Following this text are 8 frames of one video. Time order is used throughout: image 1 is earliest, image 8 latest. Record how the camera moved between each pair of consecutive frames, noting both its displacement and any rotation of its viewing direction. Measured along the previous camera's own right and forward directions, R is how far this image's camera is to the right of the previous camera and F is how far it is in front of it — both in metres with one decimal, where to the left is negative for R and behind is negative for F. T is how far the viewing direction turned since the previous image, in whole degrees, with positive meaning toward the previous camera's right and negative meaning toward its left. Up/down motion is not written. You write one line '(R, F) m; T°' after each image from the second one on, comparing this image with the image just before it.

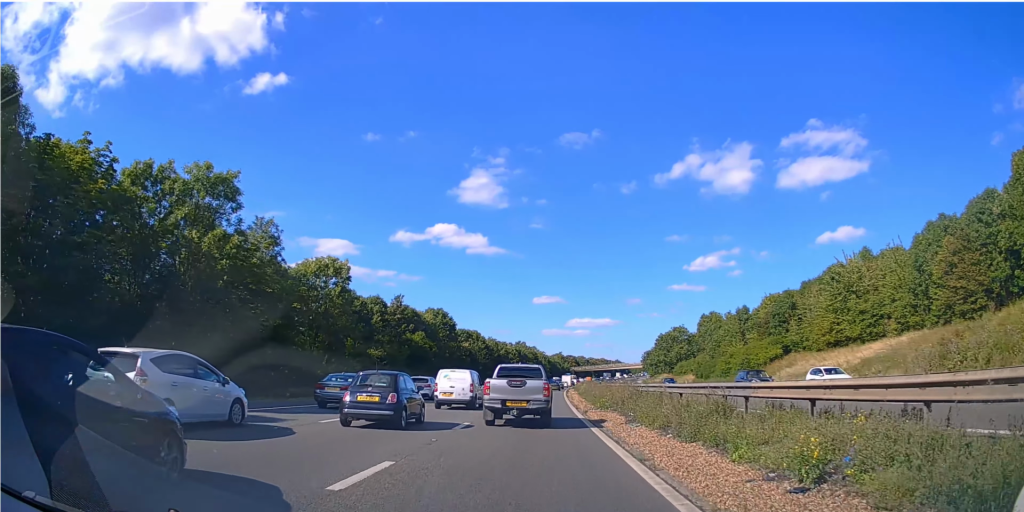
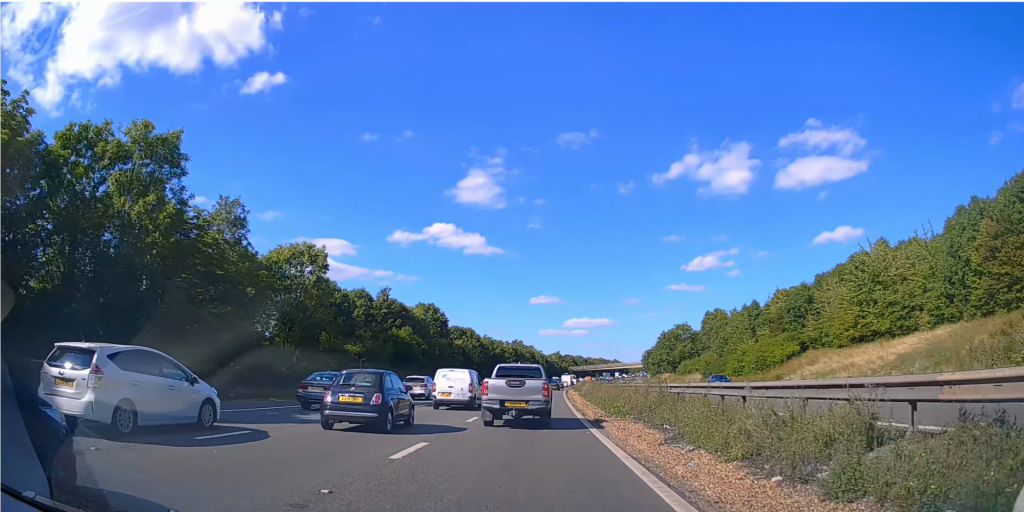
(0.0, +5.2) m; 0°
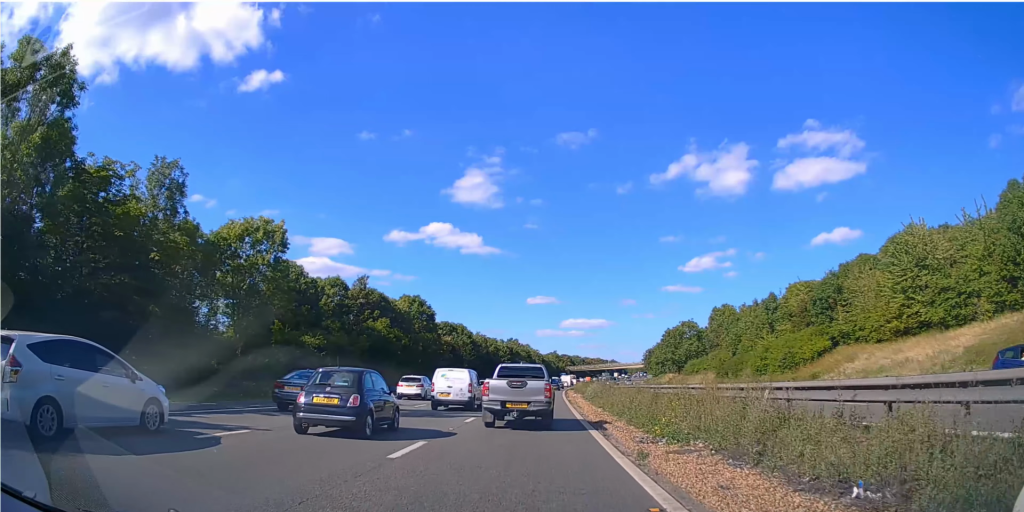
(0.0, +8.8) m; 0°
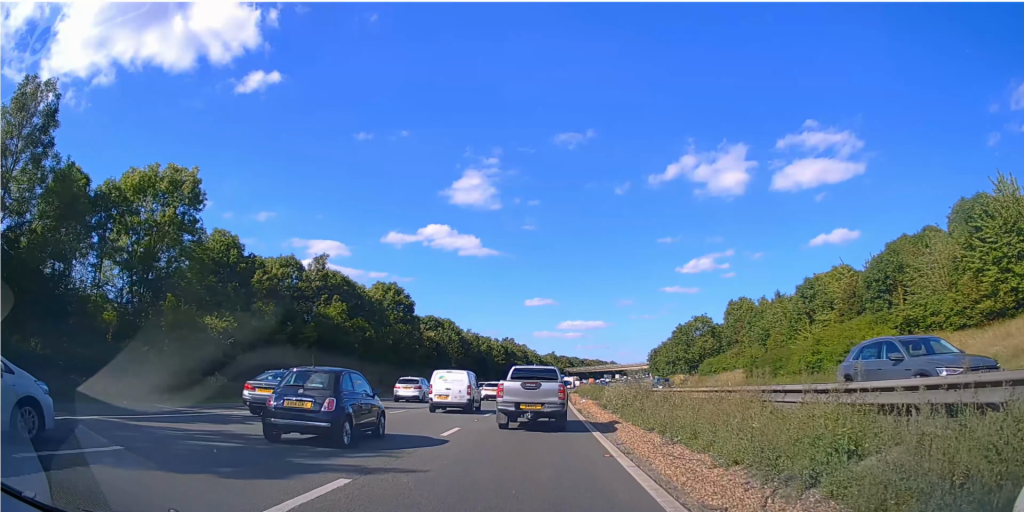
(0.0, +10.6) m; 0°
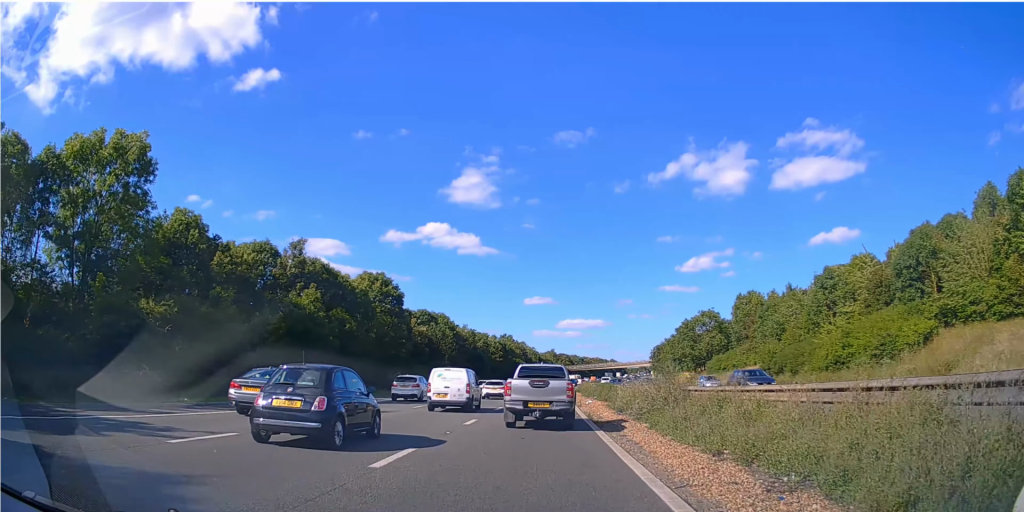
(0.0, +3.7) m; 0°
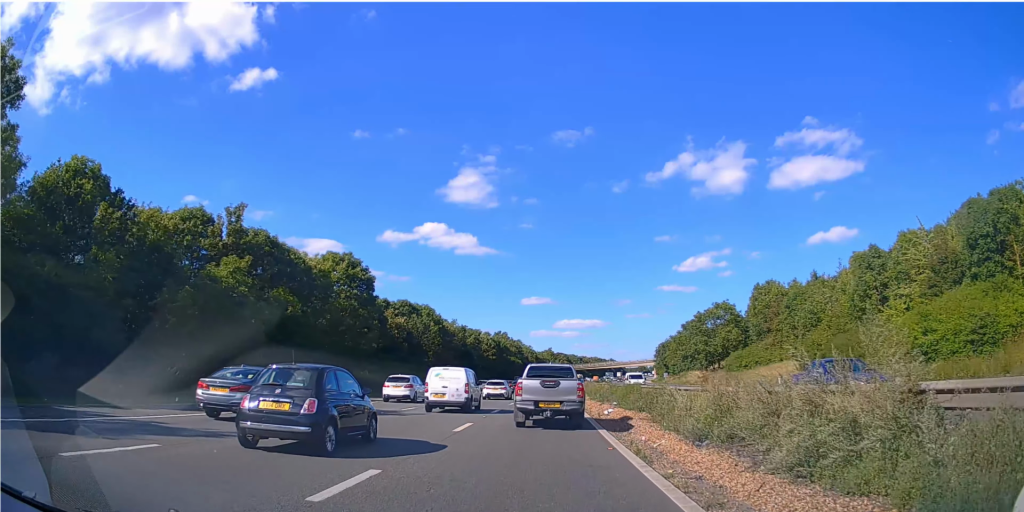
(0.0, +11.3) m; 0°
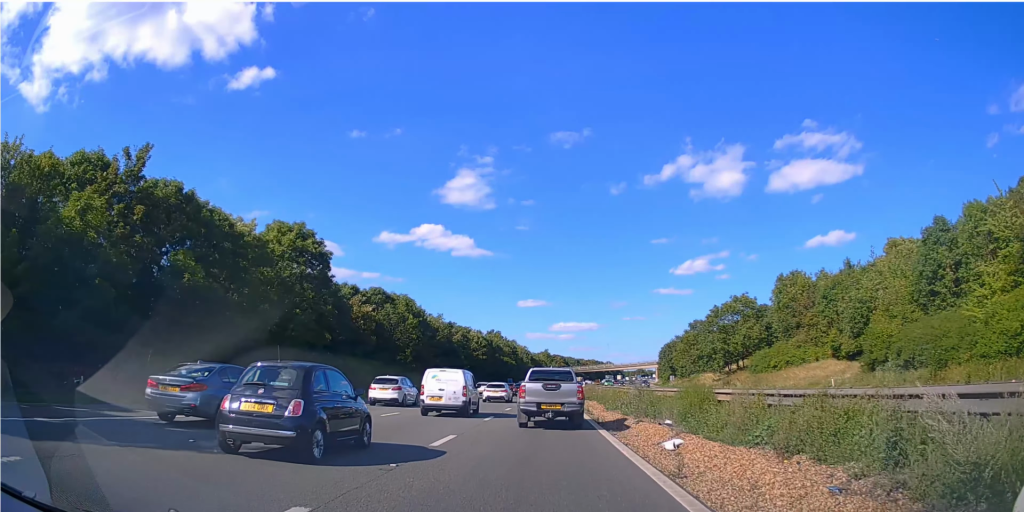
(0.0, +13.6) m; 0°
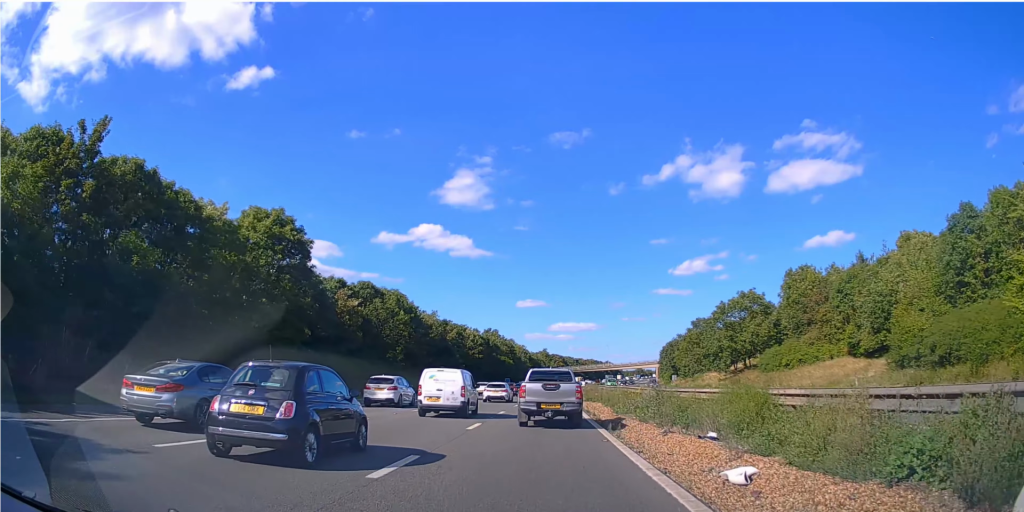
(0.0, +4.5) m; 0°
